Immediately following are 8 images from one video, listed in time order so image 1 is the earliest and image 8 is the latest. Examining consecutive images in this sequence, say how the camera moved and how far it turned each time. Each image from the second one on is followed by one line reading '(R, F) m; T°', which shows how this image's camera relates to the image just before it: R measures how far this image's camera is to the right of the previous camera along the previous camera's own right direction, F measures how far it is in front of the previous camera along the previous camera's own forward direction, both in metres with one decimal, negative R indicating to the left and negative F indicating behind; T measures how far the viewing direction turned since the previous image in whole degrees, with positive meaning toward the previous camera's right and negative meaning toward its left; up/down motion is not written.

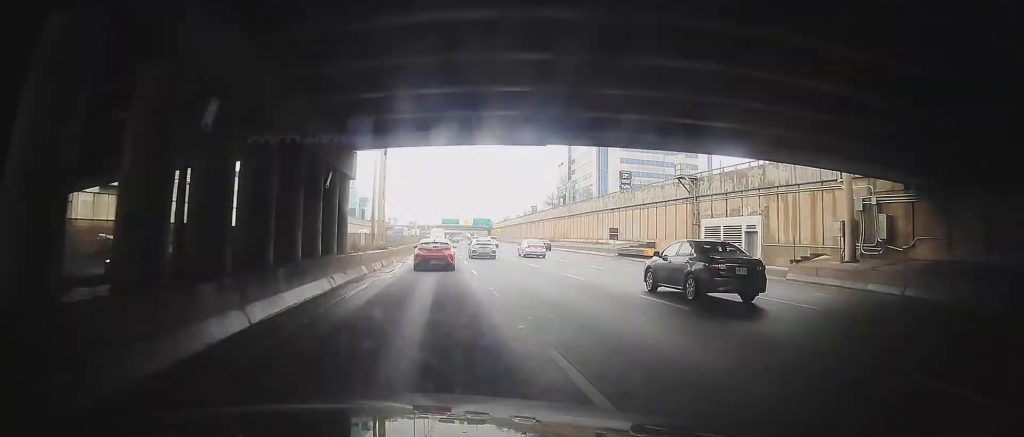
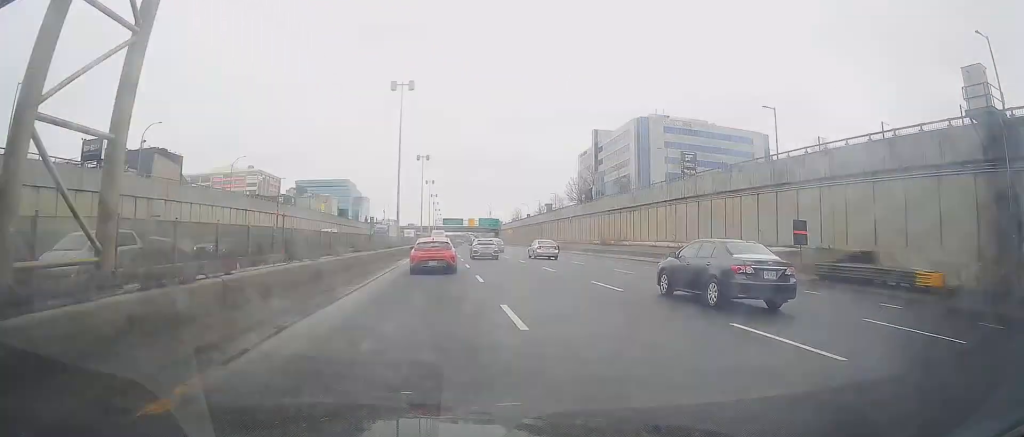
(-0.3, +31.2) m; -1°
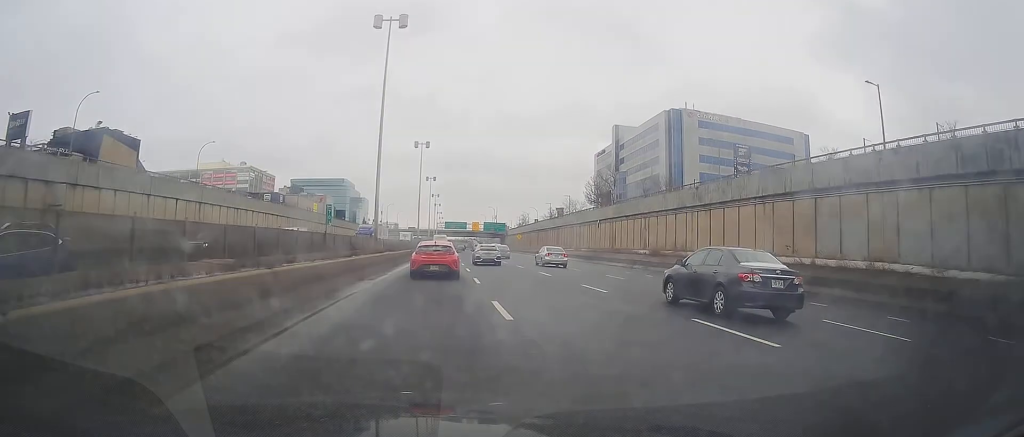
(-0.4, +15.7) m; 0°
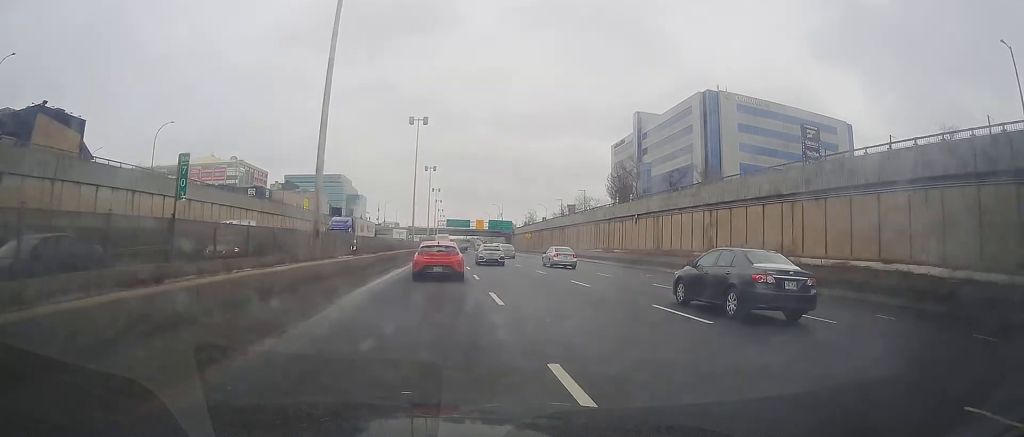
(+0.2, +15.5) m; +1°
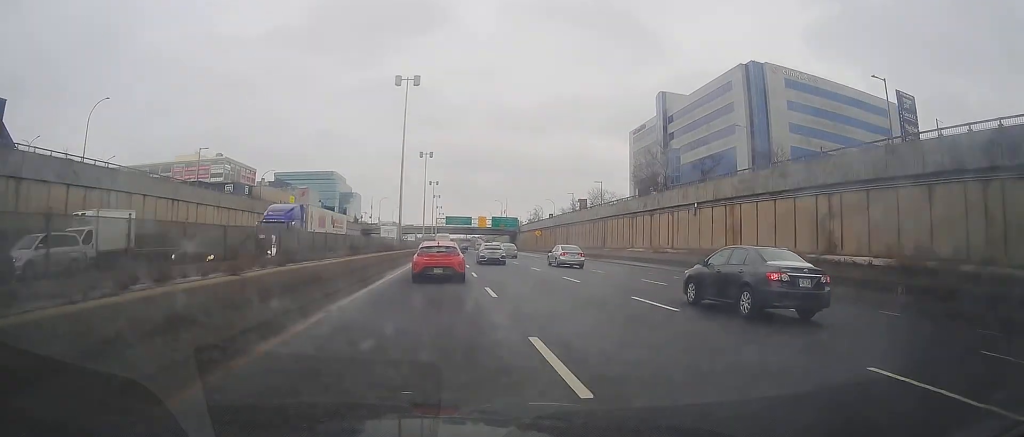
(+0.2, +15.4) m; +1°
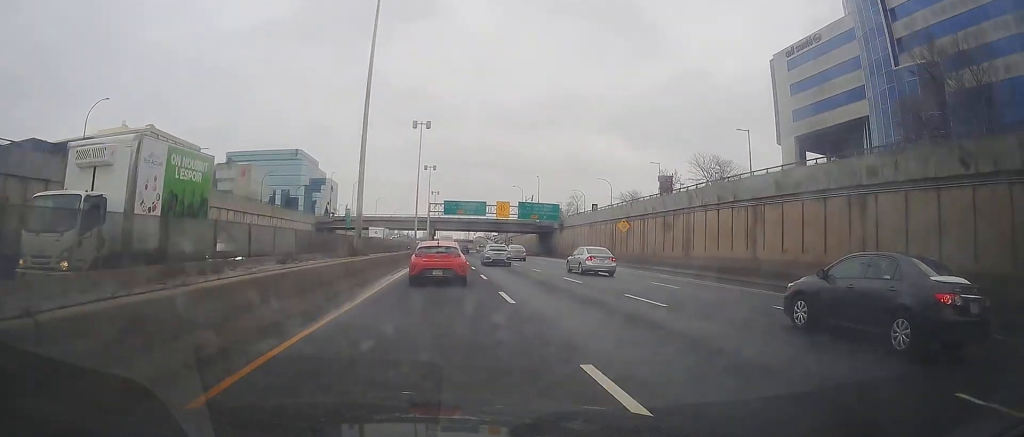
(+0.4, +63.7) m; 0°
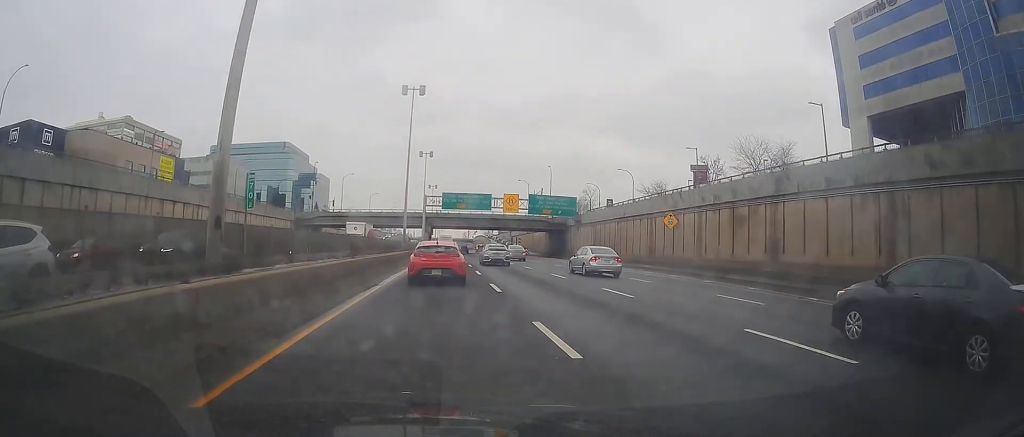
(-0.1, +15.3) m; 0°
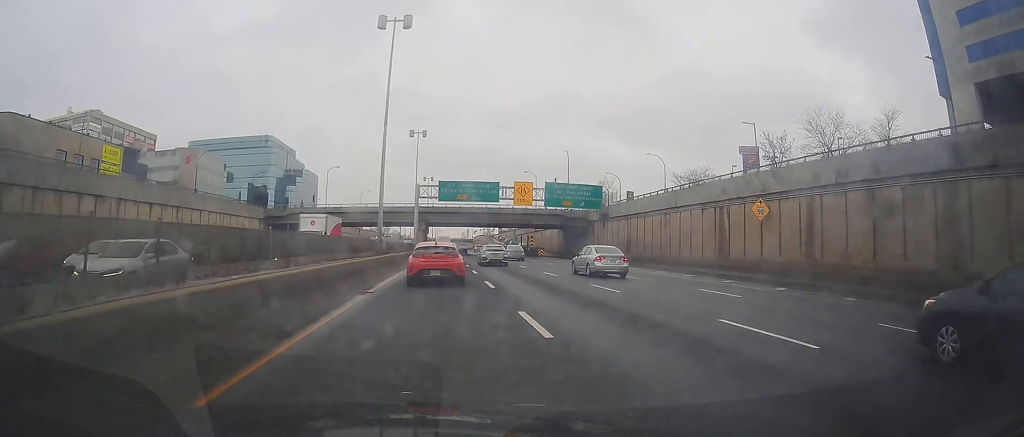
(-0.2, +16.1) m; 0°
